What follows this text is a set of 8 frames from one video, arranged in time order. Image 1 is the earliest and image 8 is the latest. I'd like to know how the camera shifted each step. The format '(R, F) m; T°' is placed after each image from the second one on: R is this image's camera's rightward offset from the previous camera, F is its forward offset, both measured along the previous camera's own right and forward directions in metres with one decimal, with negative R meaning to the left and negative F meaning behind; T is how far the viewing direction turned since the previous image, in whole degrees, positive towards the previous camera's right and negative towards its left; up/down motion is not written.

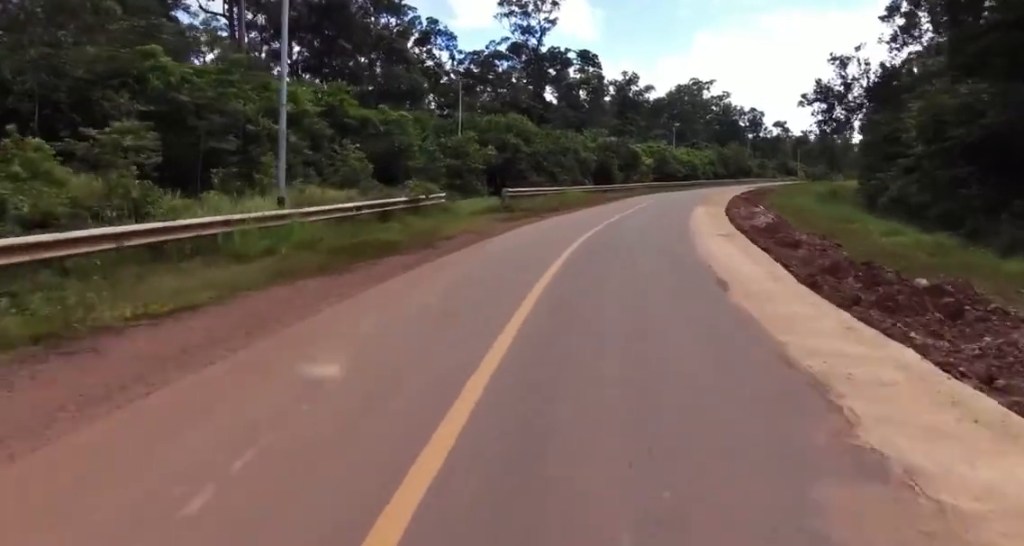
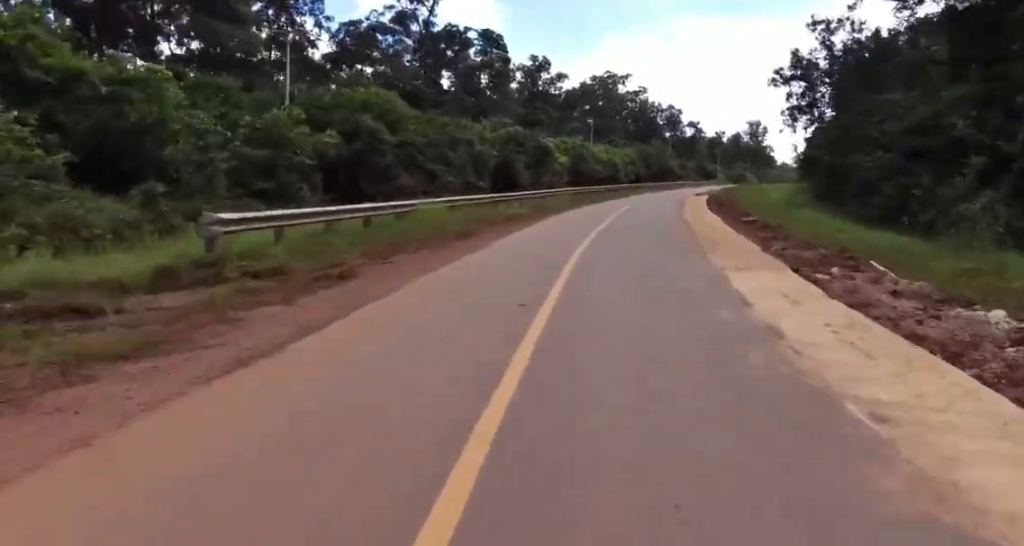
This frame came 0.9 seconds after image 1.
(+1.4, +16.2) m; +9°
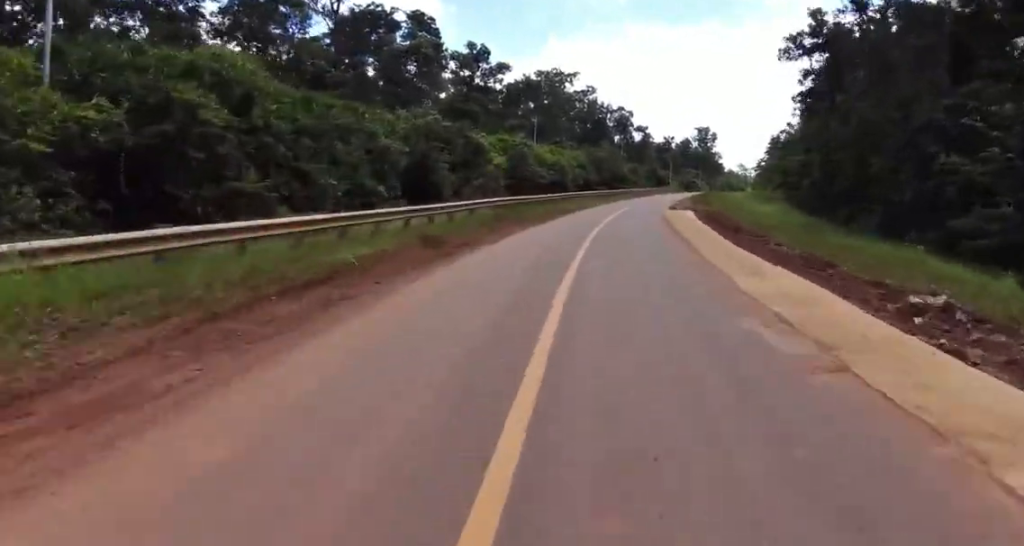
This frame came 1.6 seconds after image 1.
(+0.7, +13.5) m; +5°
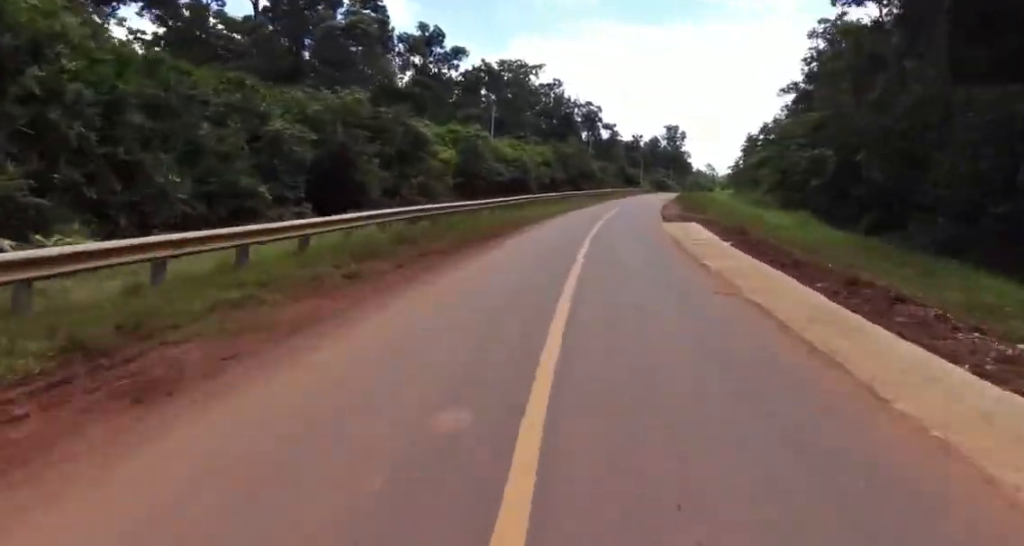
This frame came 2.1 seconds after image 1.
(+0.6, +9.9) m; +2°
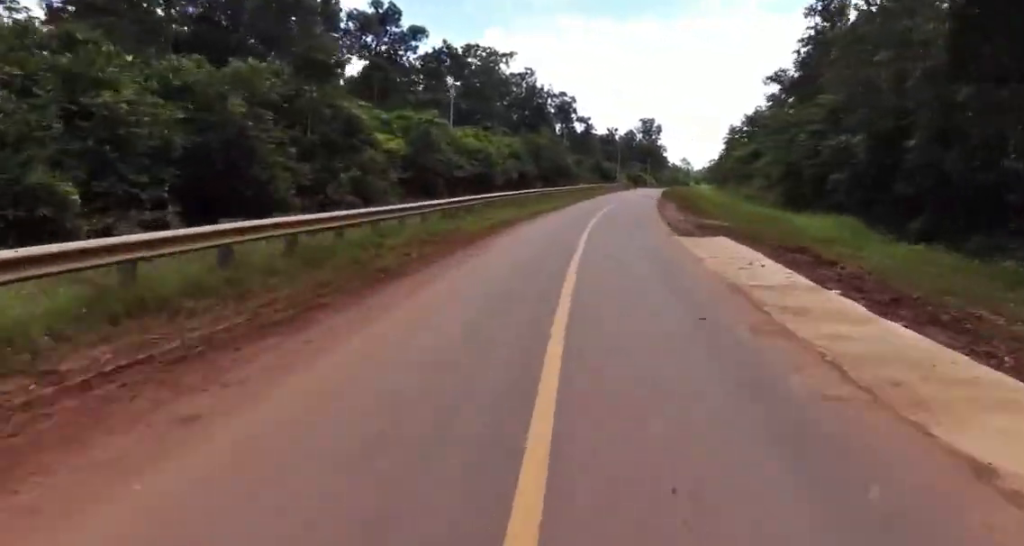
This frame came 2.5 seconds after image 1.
(+0.2, +8.8) m; +2°
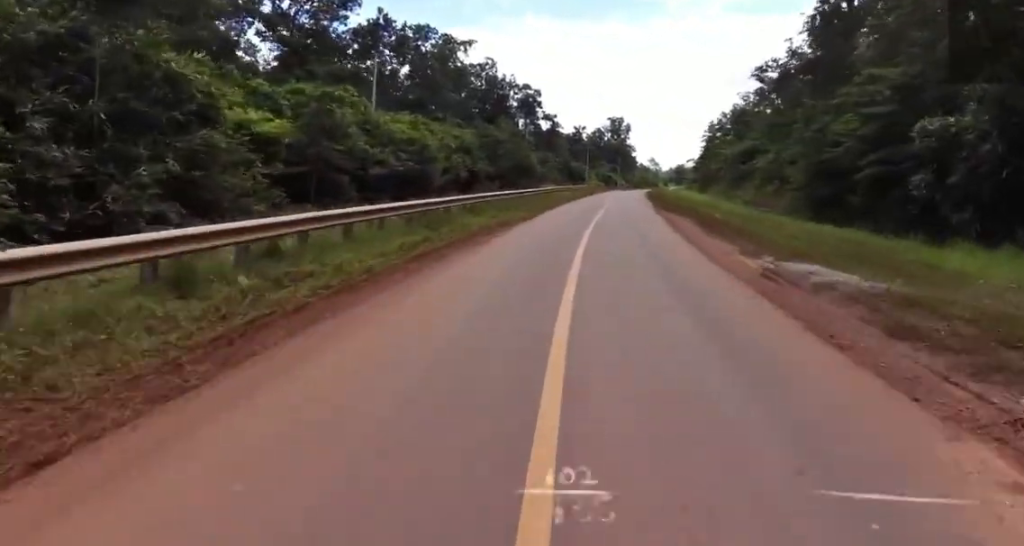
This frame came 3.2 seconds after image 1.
(-0.2, +14.0) m; +2°
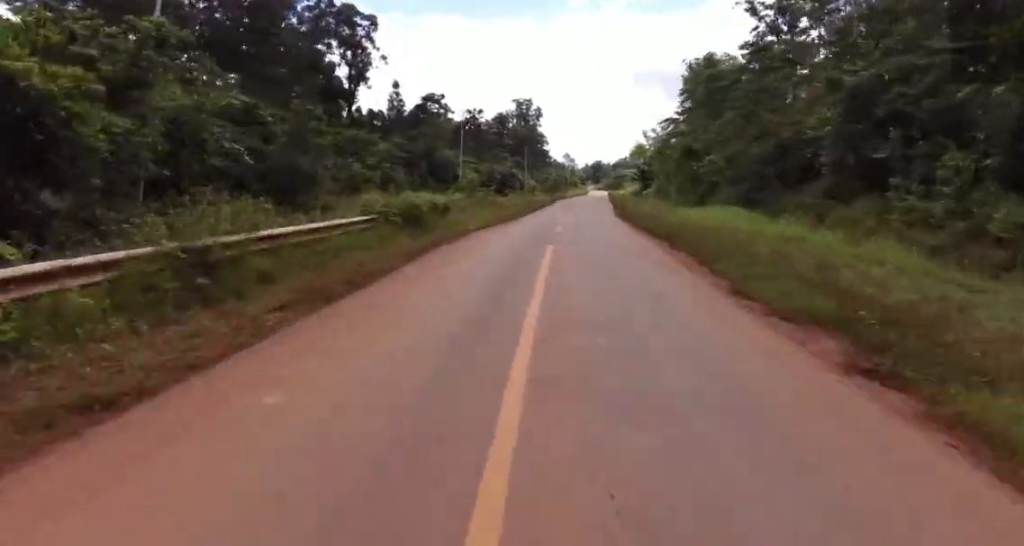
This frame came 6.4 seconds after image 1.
(+7.8, +71.2) m; +7°
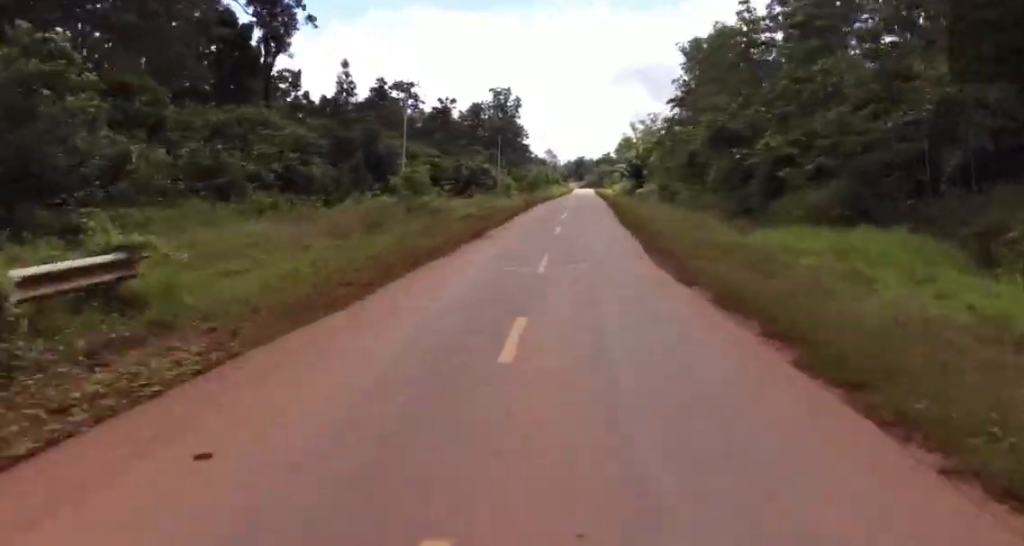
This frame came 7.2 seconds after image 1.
(-1.5, +19.2) m; 0°
